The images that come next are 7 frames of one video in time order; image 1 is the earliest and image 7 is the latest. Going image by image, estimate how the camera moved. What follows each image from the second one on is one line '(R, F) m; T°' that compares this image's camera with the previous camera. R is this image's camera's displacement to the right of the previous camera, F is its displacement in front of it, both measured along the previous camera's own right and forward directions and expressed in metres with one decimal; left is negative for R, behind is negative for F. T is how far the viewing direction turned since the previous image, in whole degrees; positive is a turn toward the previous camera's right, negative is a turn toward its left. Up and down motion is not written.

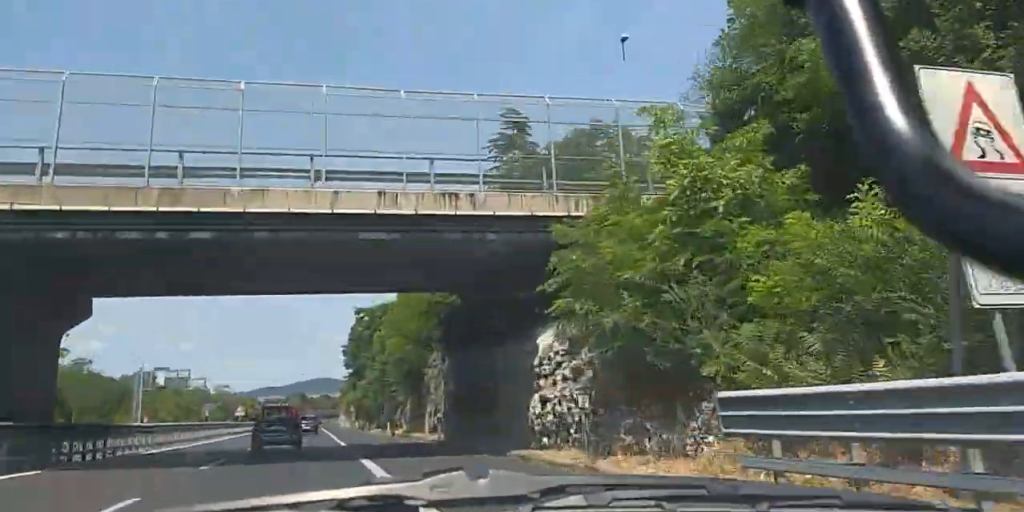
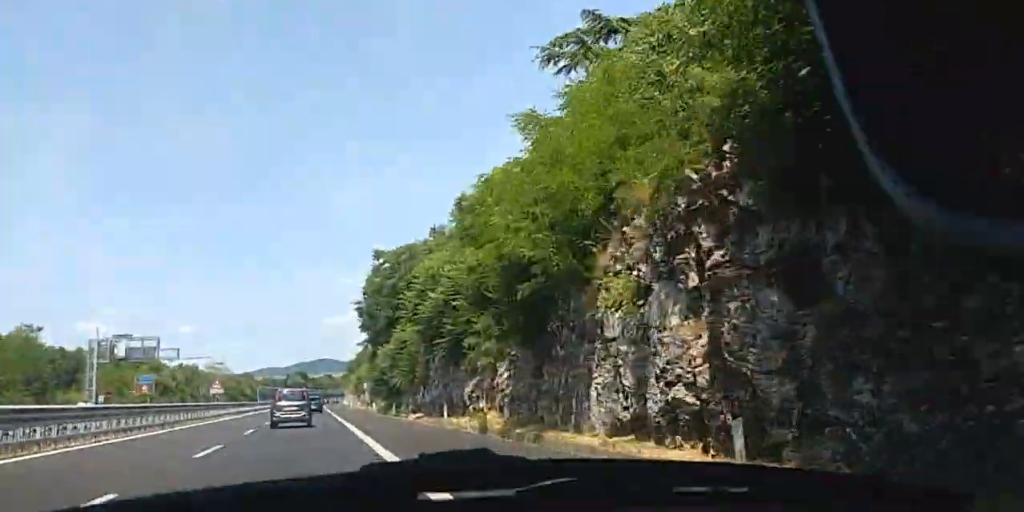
(+0.1, +26.6) m; +1°
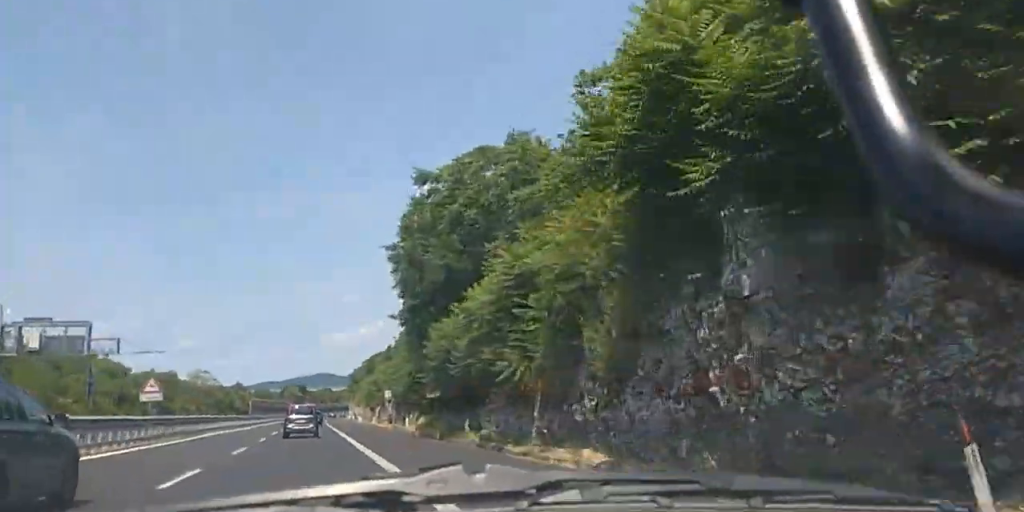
(+0.2, +28.4) m; 0°
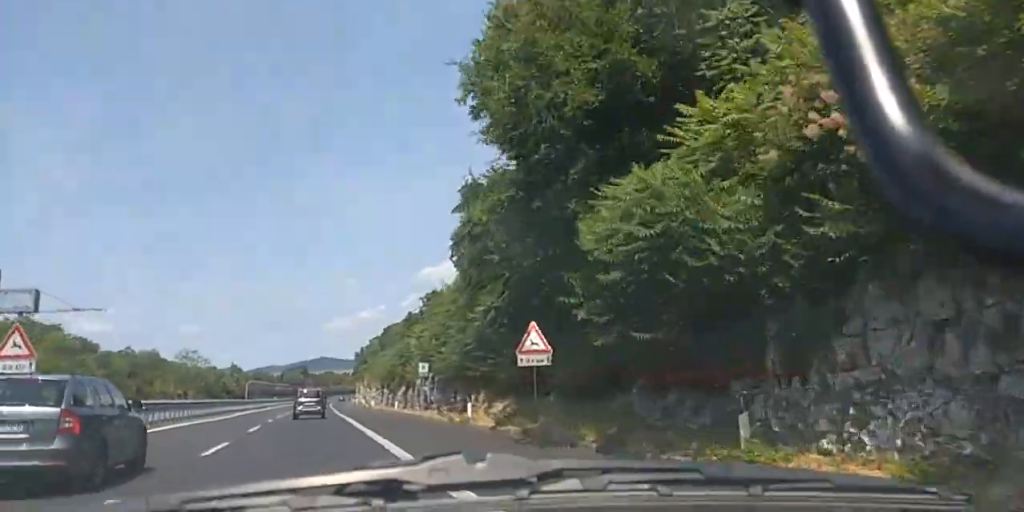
(-0.2, +20.5) m; -1°
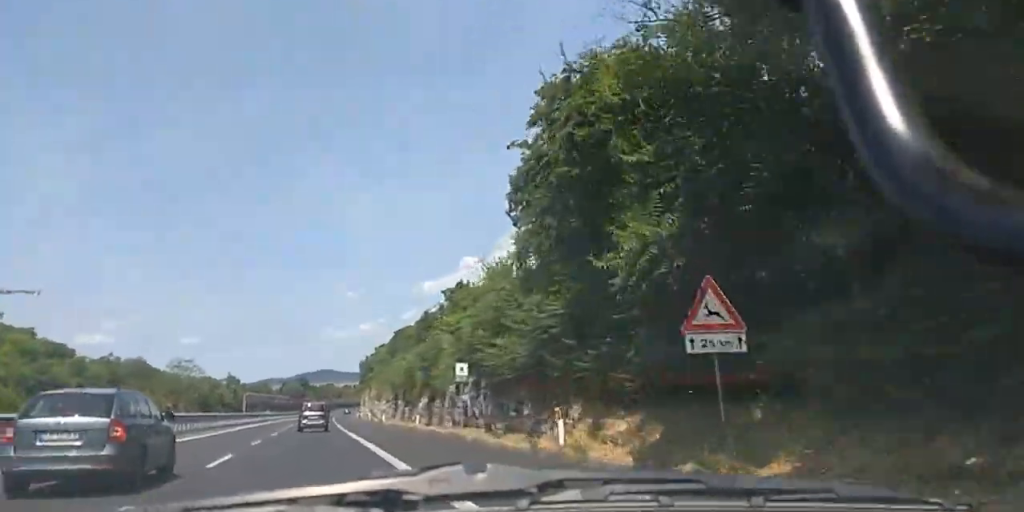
(-0.1, +11.6) m; 0°
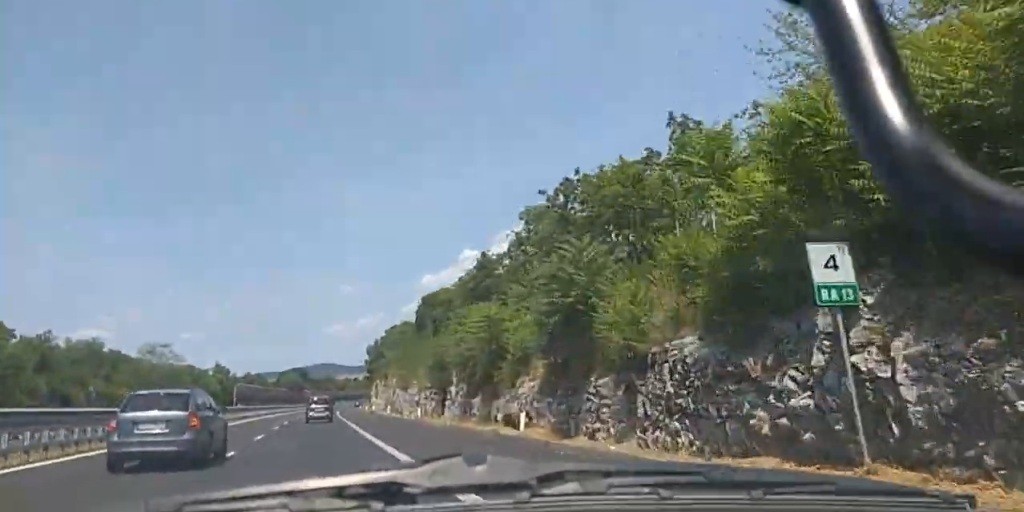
(-0.2, +25.1) m; 0°
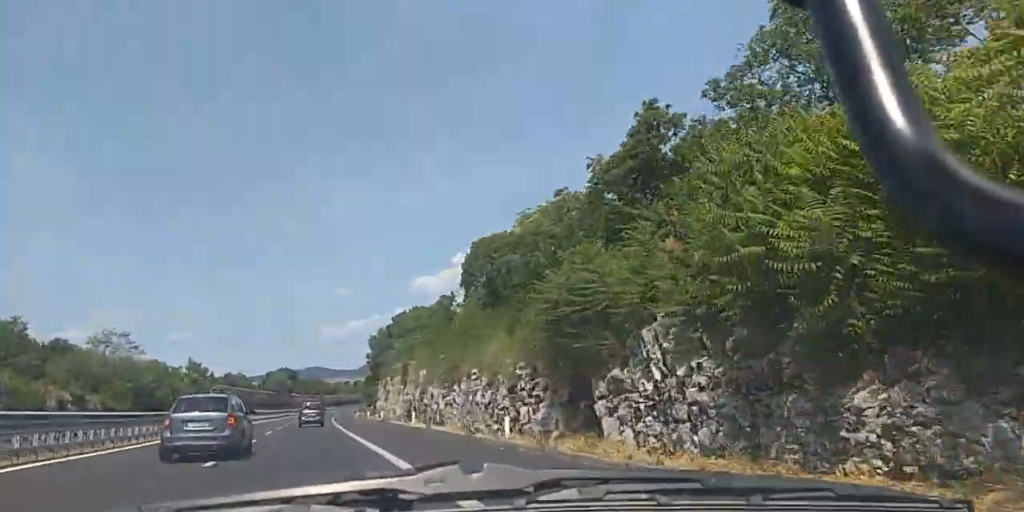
(0.0, +23.1) m; +1°
